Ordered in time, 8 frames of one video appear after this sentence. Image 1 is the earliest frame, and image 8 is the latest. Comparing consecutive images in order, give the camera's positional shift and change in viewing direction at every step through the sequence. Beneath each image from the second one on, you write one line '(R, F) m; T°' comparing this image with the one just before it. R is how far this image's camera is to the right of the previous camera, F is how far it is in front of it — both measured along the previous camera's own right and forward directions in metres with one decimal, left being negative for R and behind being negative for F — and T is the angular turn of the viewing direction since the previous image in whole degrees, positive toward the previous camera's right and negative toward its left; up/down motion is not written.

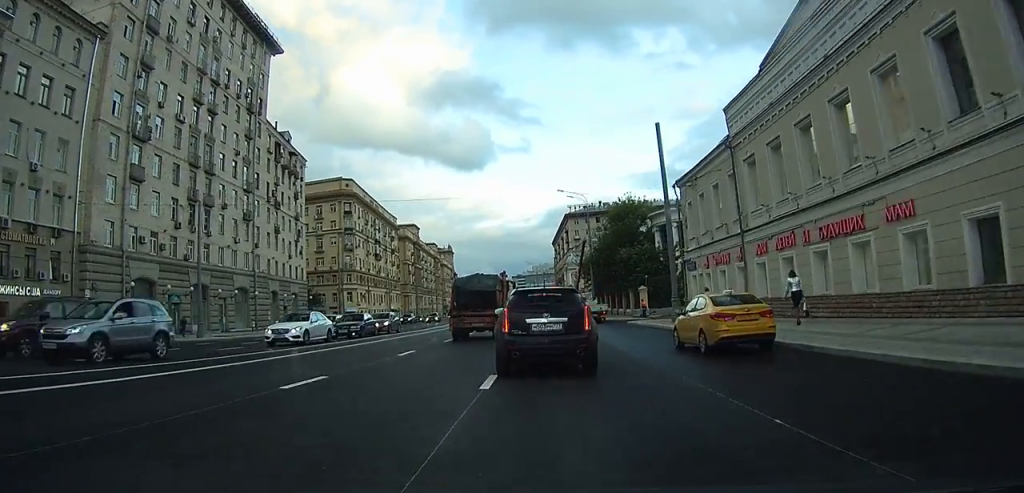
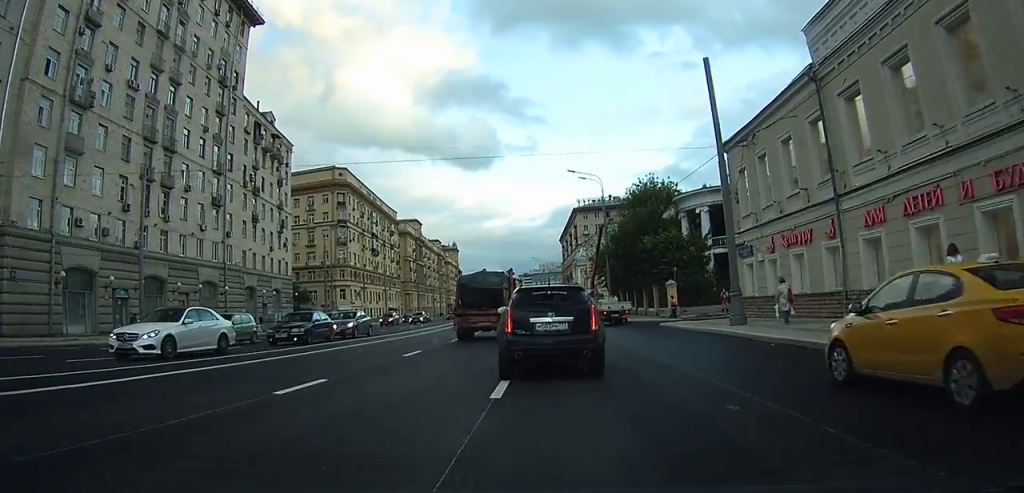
(0.0, +8.6) m; -1°
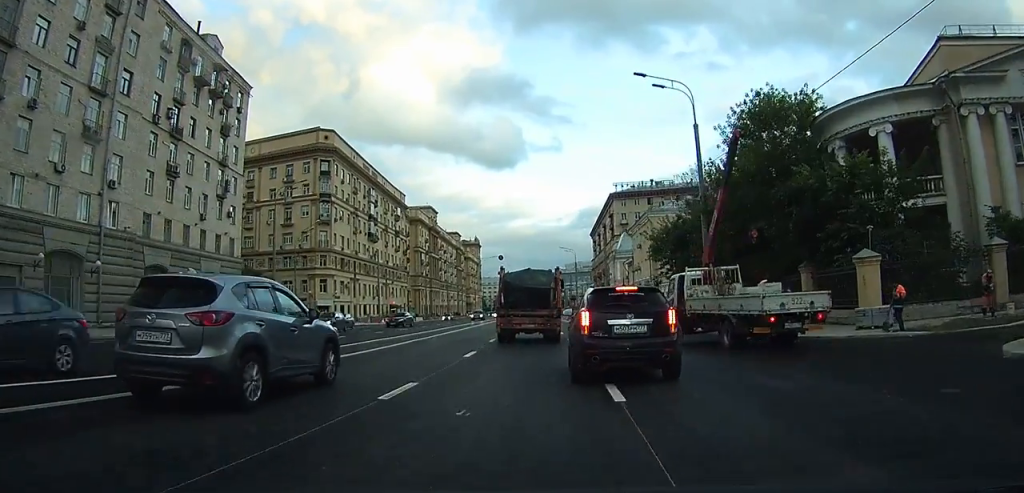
(-0.8, +24.2) m; -3°
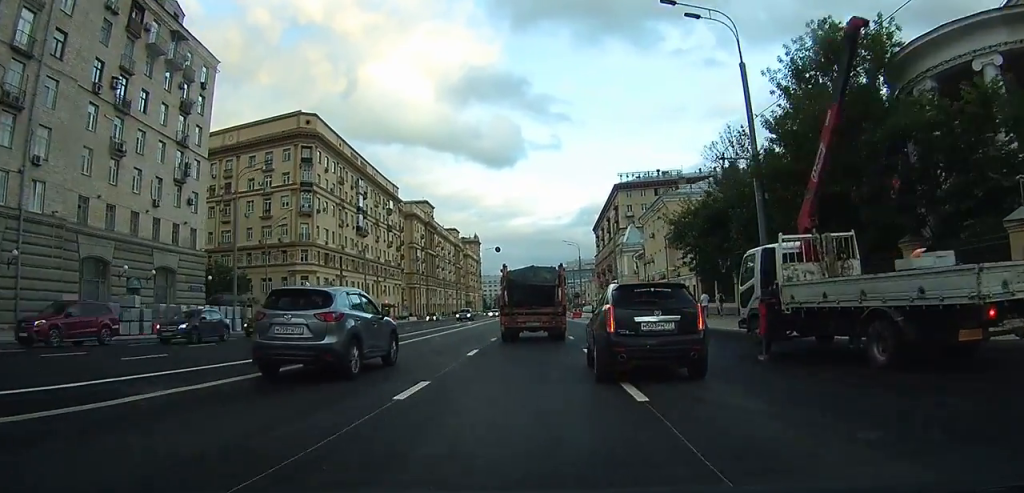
(0.0, +8.1) m; -1°
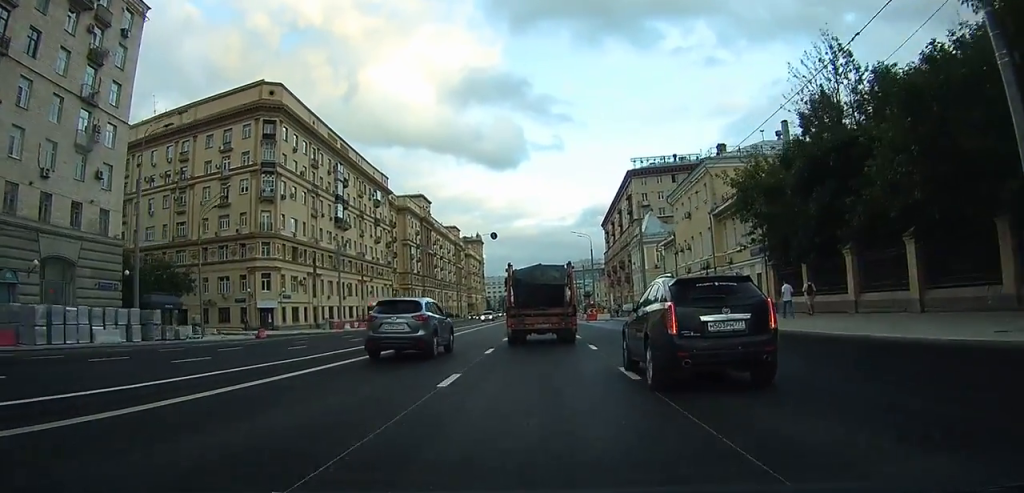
(-0.1, +14.1) m; -1°
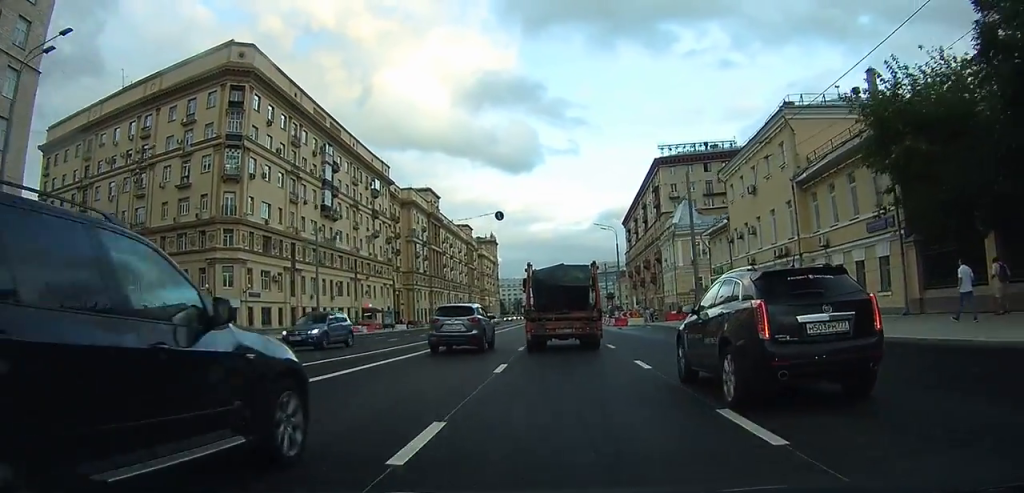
(-0.2, +12.8) m; -2°
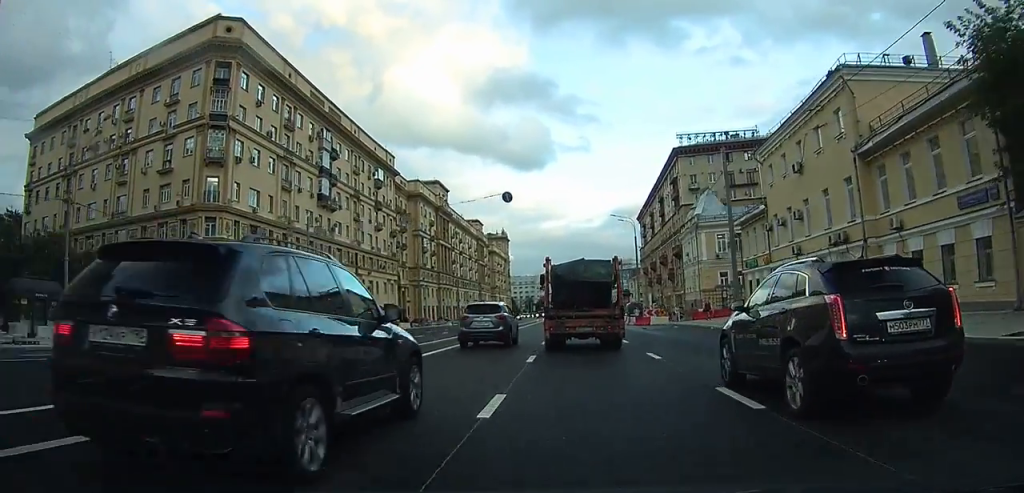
(-0.1, +5.8) m; 0°
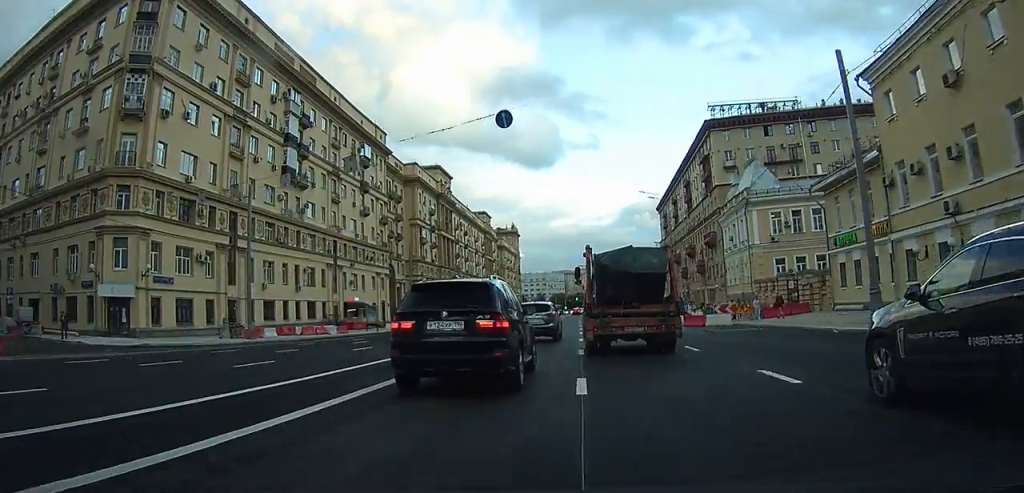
(+0.1, +14.3) m; +1°
